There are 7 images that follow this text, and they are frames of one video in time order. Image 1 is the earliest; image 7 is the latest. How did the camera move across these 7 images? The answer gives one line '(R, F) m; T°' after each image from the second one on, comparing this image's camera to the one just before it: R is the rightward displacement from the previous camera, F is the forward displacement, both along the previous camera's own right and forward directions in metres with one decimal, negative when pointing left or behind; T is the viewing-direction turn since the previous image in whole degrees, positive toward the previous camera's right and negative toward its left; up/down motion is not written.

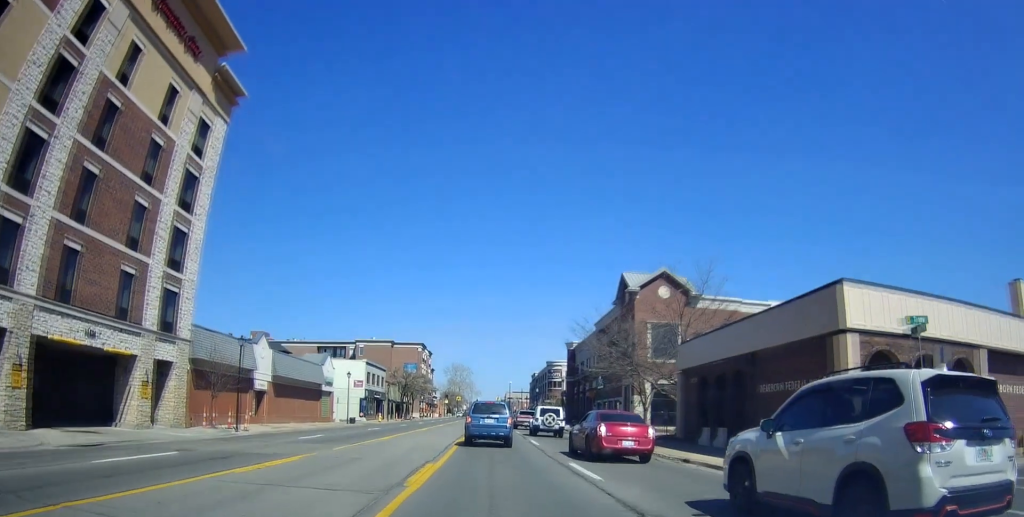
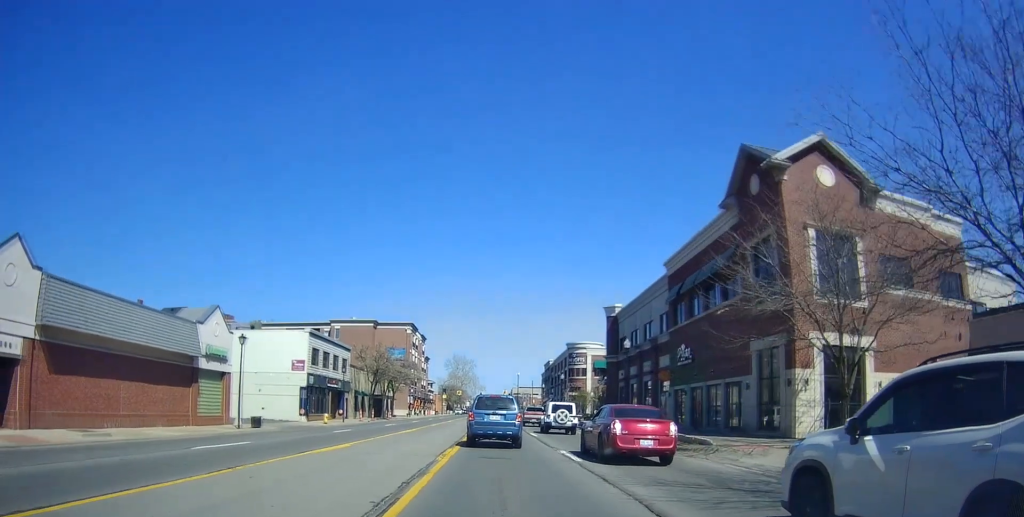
(+0.2, +26.6) m; 0°
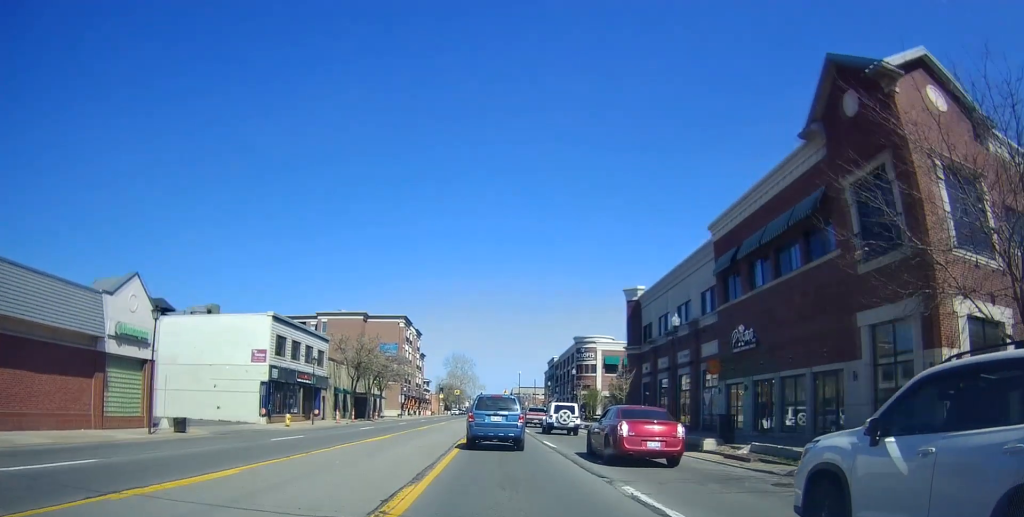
(-0.1, +9.2) m; -1°
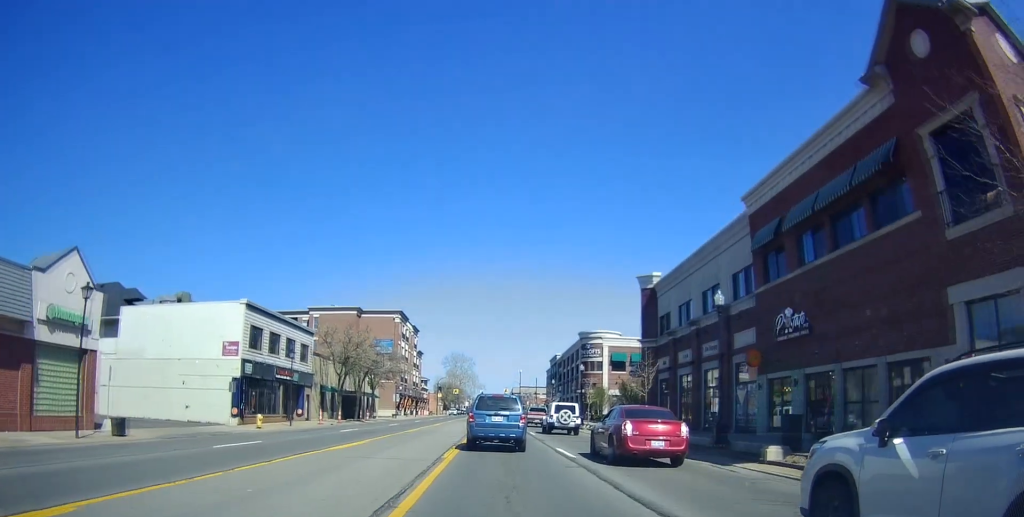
(+0.1, +5.1) m; -1°
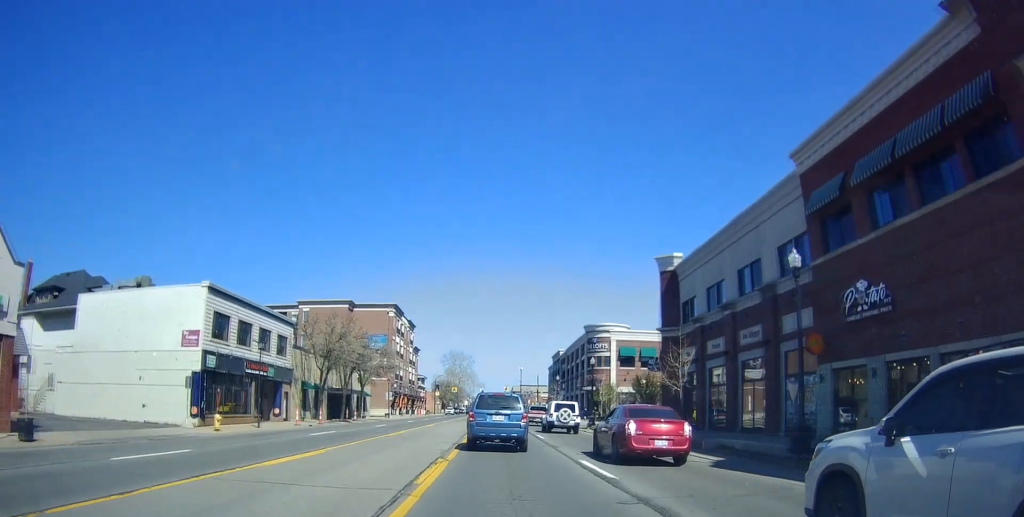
(-0.1, +5.5) m; 0°
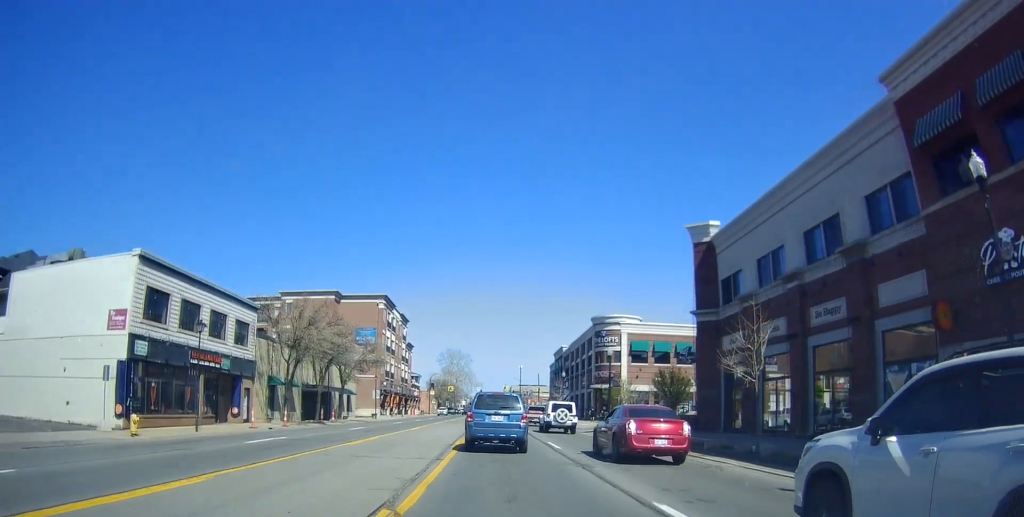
(-0.1, +7.5) m; +1°
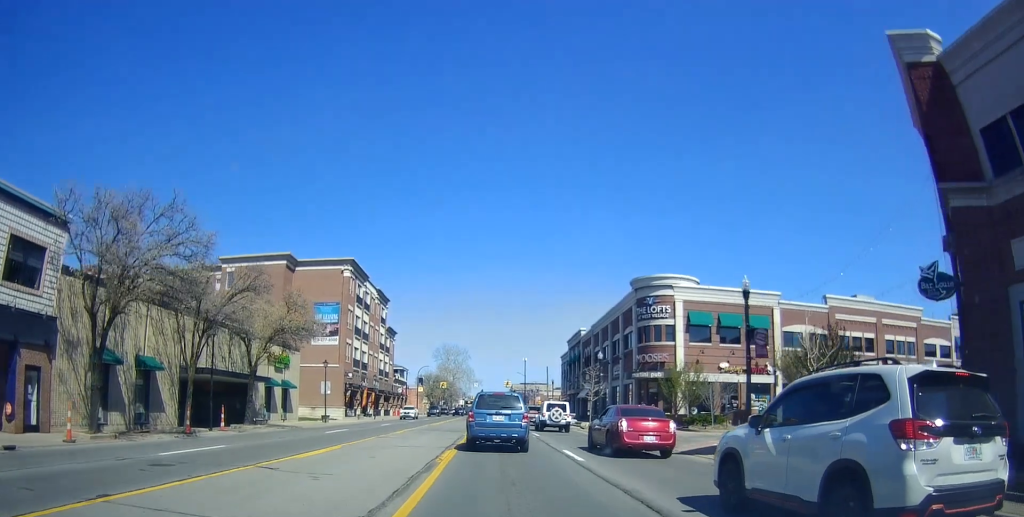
(+1.0, +21.3) m; +2°
